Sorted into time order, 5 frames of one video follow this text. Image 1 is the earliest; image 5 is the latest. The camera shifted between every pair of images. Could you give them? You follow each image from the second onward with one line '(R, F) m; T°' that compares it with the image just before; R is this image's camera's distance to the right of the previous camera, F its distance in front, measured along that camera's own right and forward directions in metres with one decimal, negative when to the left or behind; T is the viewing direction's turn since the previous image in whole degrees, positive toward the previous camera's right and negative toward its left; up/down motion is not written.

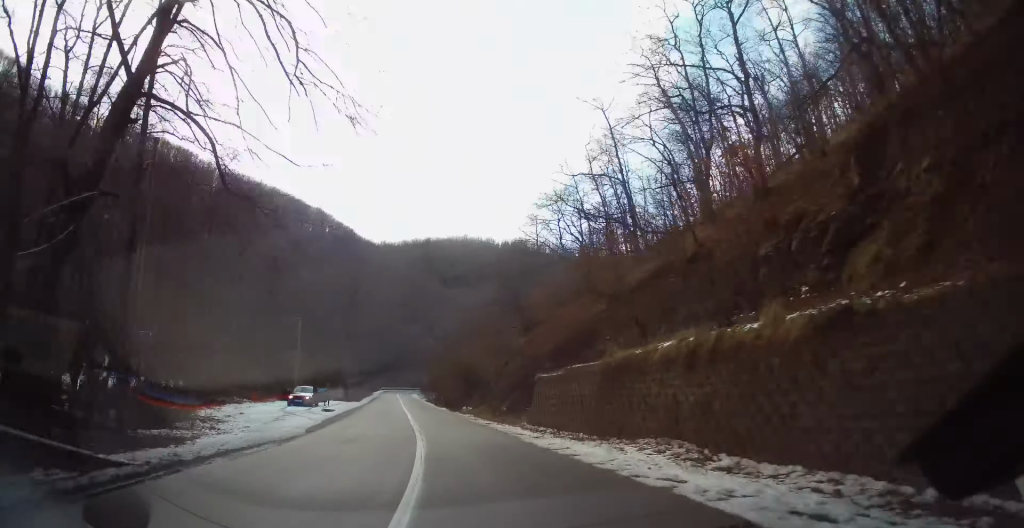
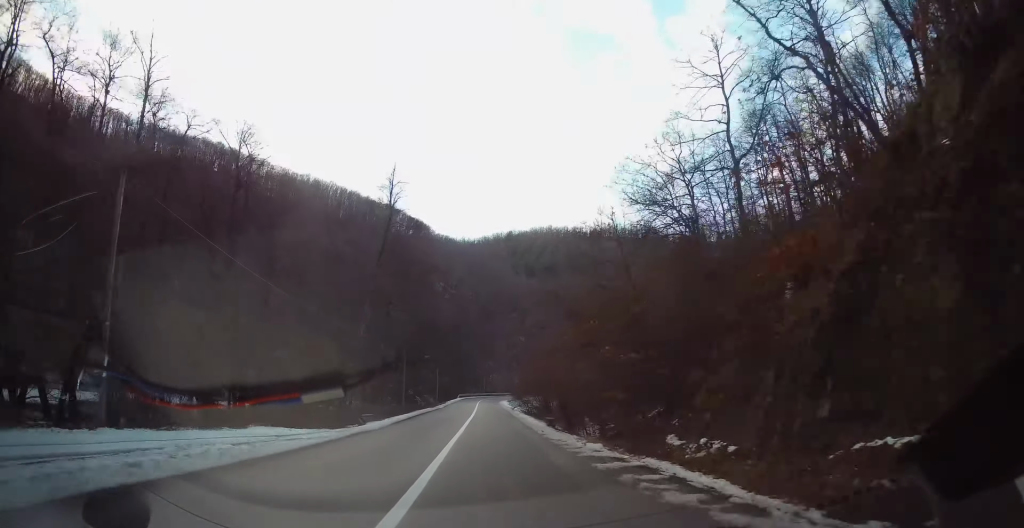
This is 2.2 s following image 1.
(-3.4, +35.0) m; -7°
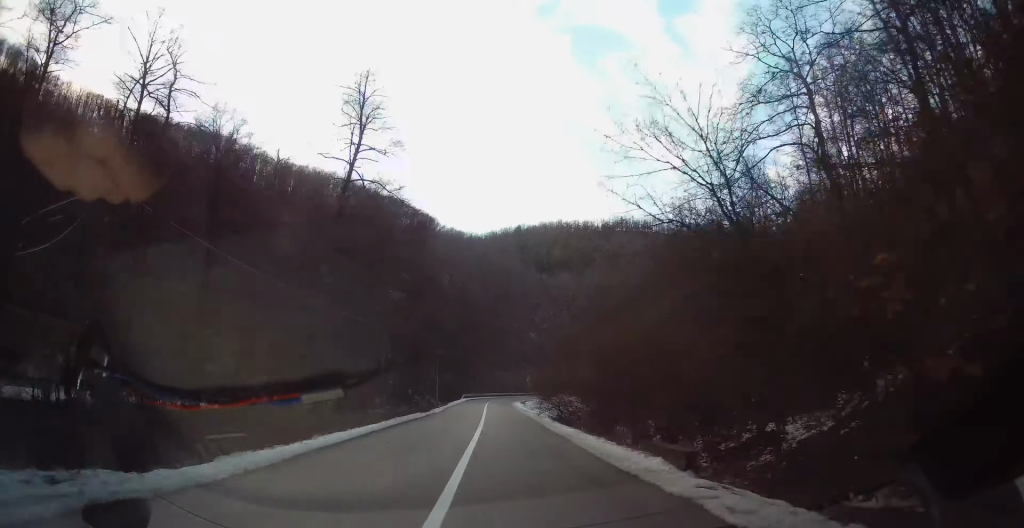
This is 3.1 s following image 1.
(-0.2, +15.1) m; -1°
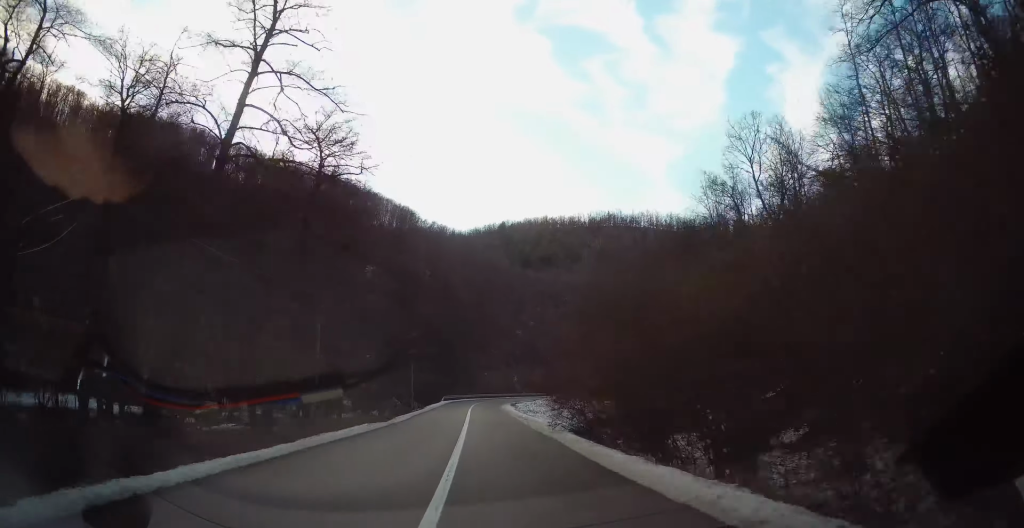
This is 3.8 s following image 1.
(-0.2, +11.8) m; 0°
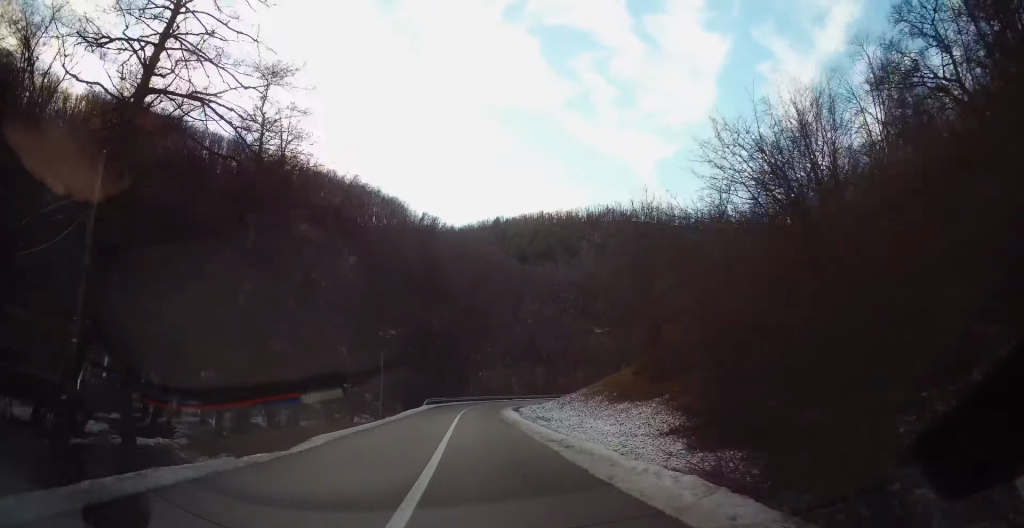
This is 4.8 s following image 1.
(+0.4, +15.3) m; +2°
